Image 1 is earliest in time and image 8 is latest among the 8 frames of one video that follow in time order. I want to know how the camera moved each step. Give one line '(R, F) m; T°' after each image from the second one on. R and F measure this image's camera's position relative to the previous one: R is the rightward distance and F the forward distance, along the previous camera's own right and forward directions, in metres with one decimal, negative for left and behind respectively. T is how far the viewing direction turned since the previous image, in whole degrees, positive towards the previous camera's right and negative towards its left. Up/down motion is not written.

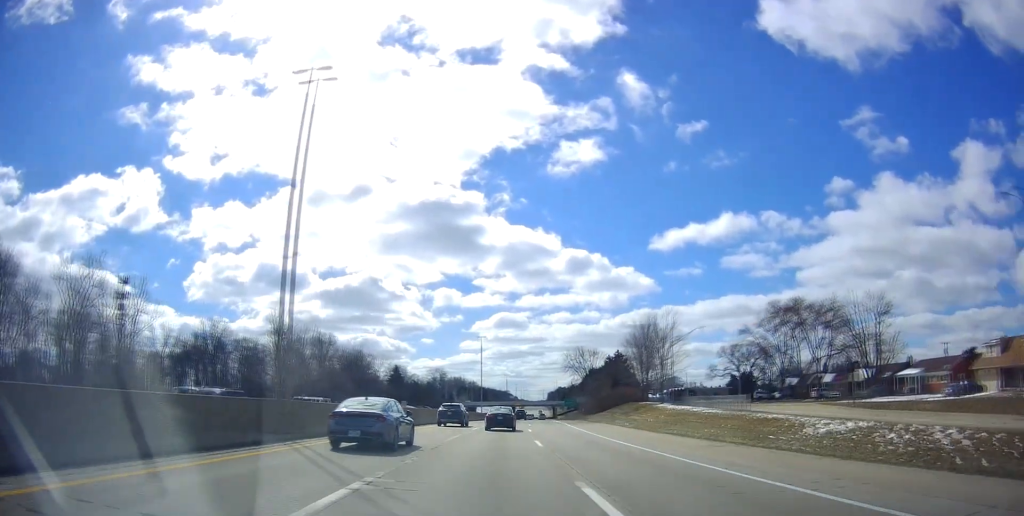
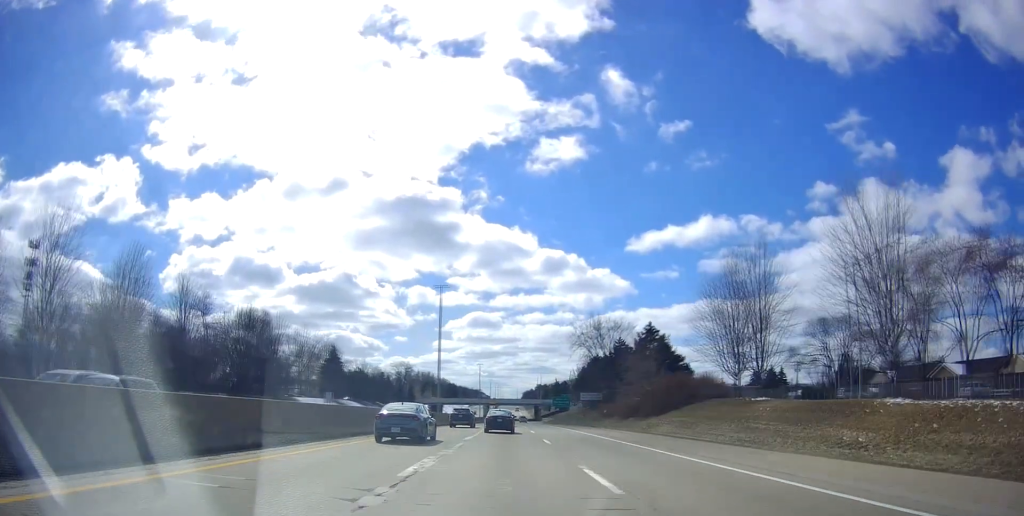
(+1.1, +42.8) m; +3°
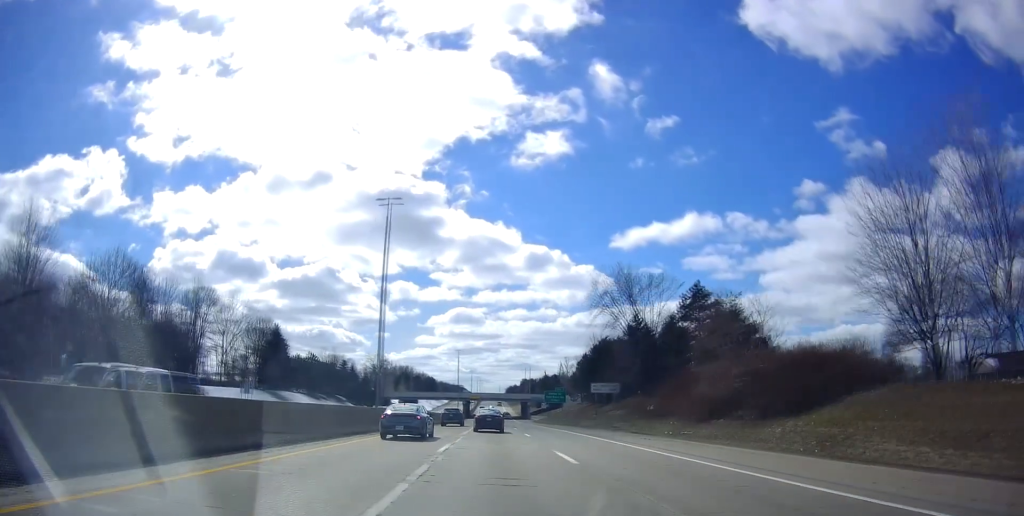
(+0.4, +25.6) m; +1°
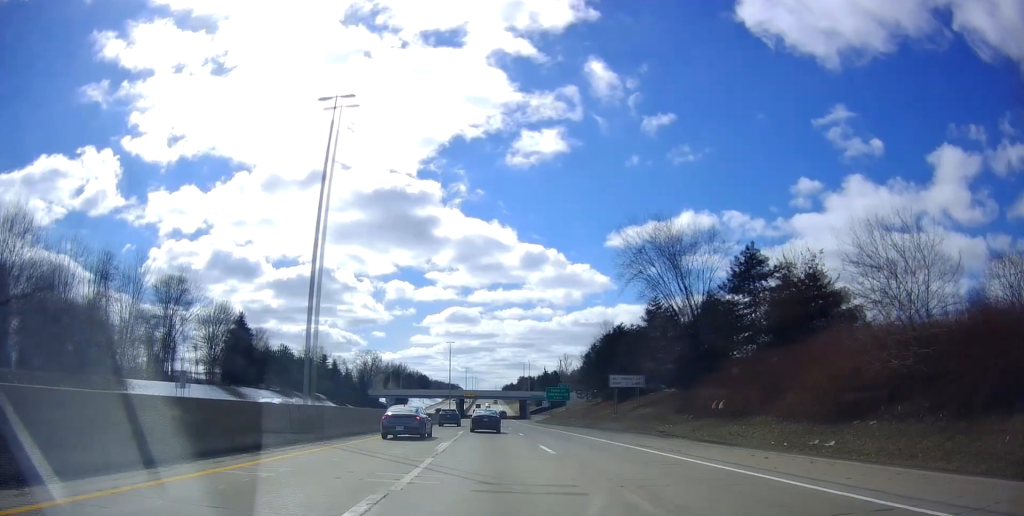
(+0.1, +13.8) m; +1°
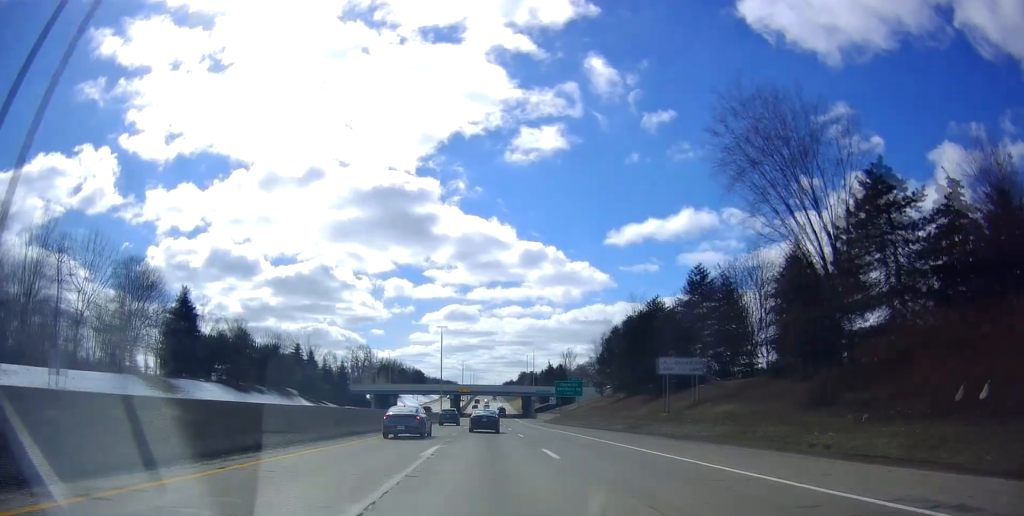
(0.0, +17.8) m; 0°
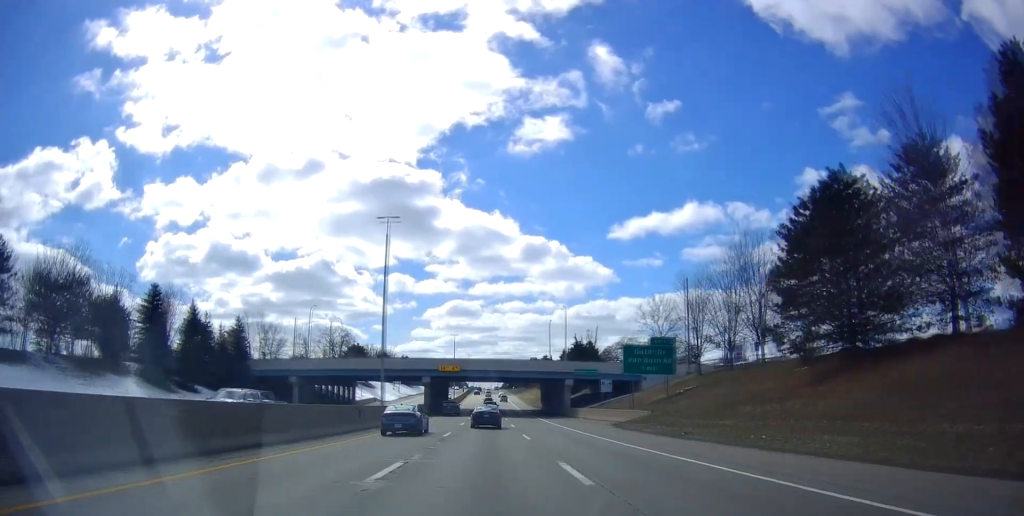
(+0.5, +51.9) m; +1°
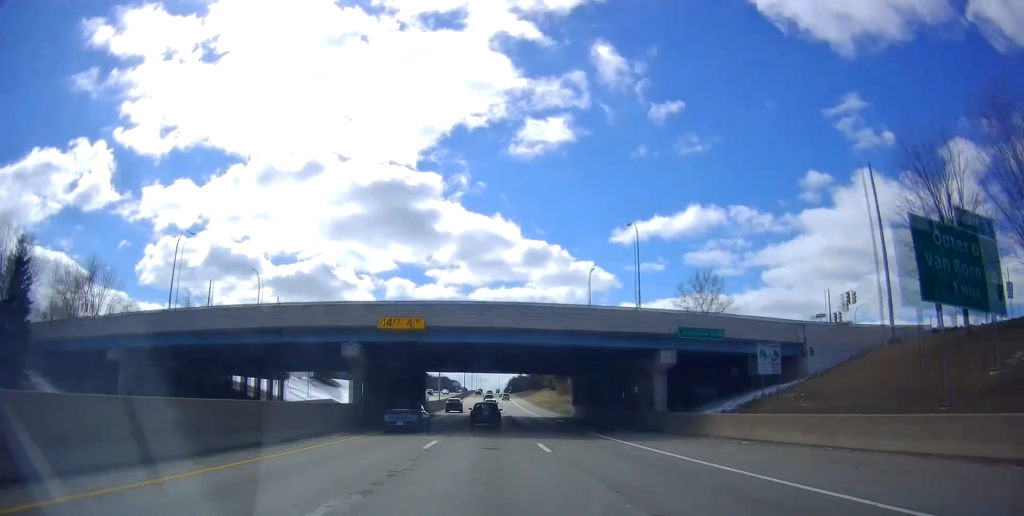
(0.0, +38.3) m; 0°
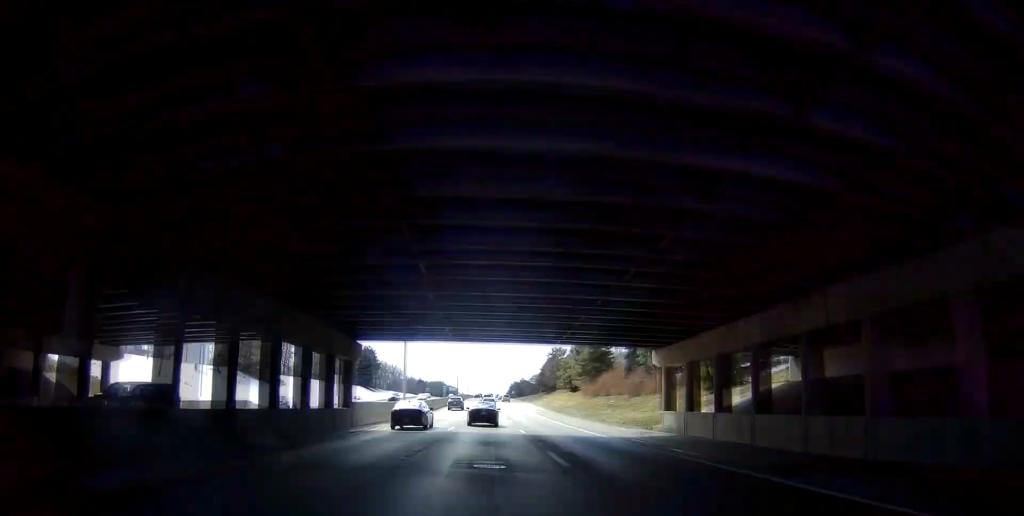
(0.0, +34.6) m; -1°
